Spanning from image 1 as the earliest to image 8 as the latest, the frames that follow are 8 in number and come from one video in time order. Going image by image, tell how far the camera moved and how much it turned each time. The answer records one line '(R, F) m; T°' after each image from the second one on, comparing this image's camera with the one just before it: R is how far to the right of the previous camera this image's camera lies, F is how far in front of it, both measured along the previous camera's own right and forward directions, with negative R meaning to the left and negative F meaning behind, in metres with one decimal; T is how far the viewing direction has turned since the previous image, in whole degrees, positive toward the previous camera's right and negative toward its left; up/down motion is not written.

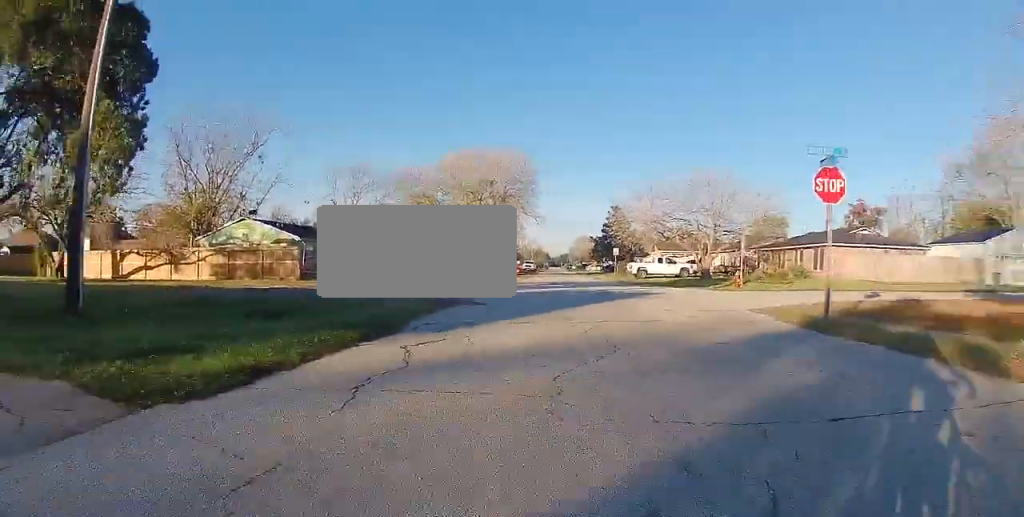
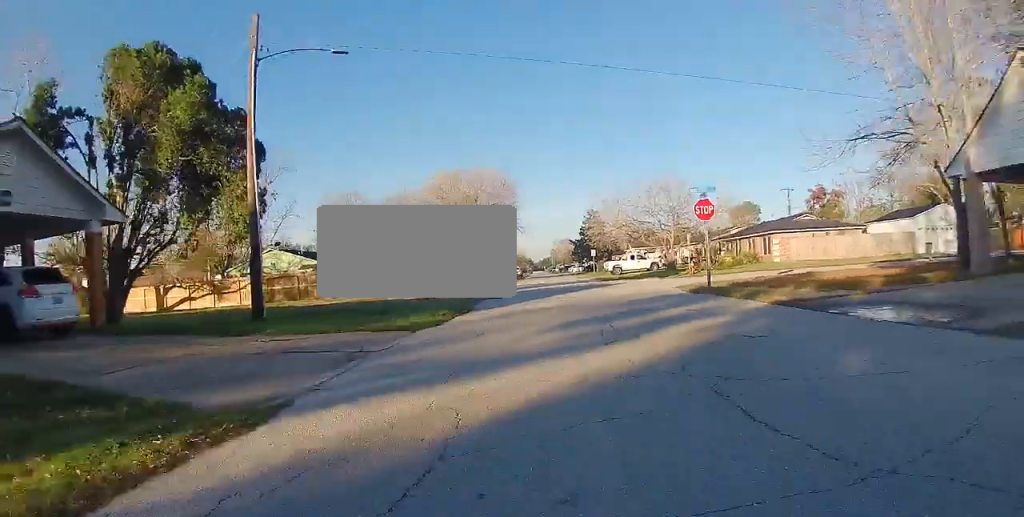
(0.0, +6.1) m; 0°
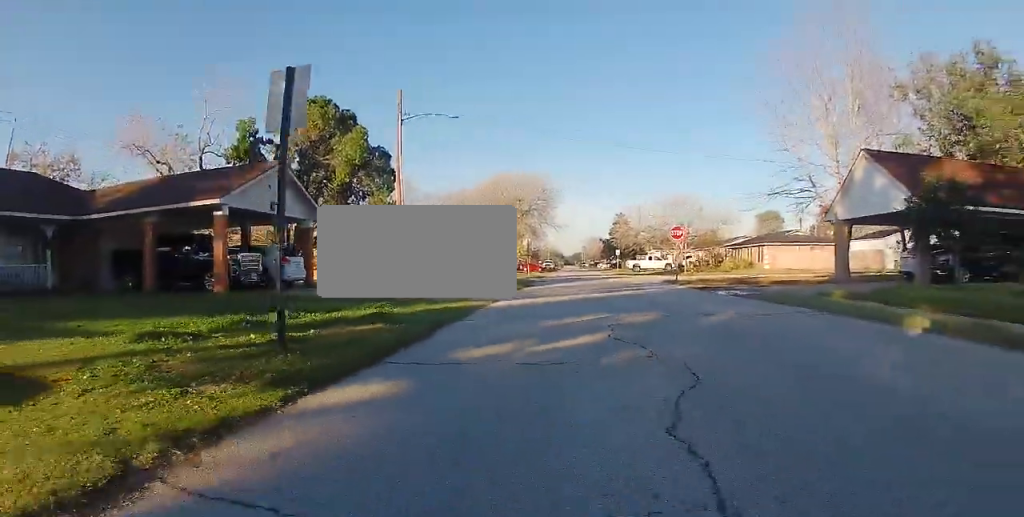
(0.0, +10.8) m; 0°
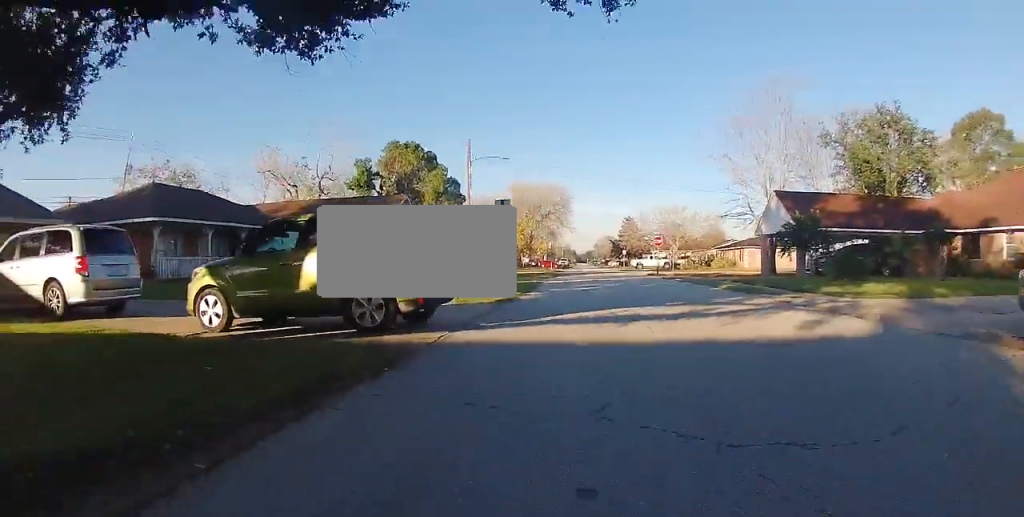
(0.0, +13.2) m; 0°
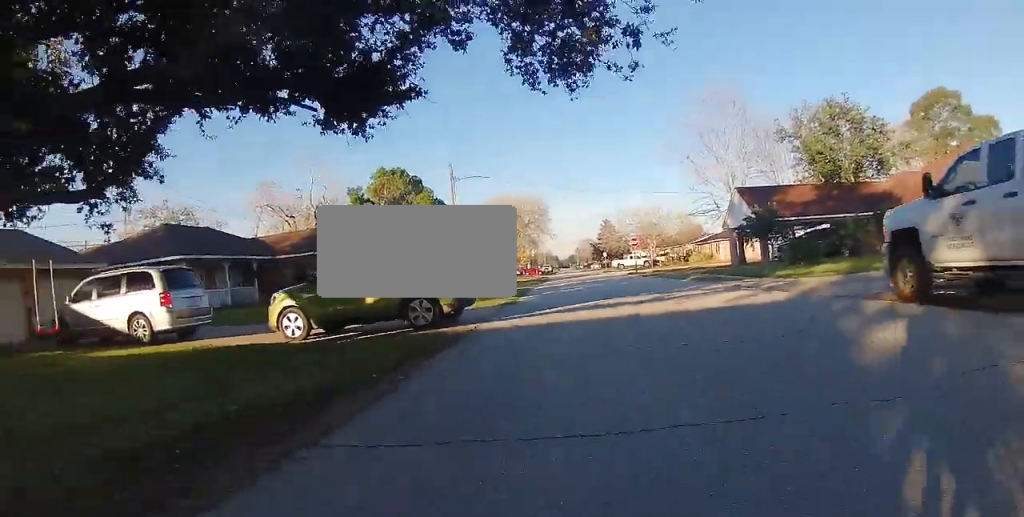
(0.0, +3.1) m; 0°
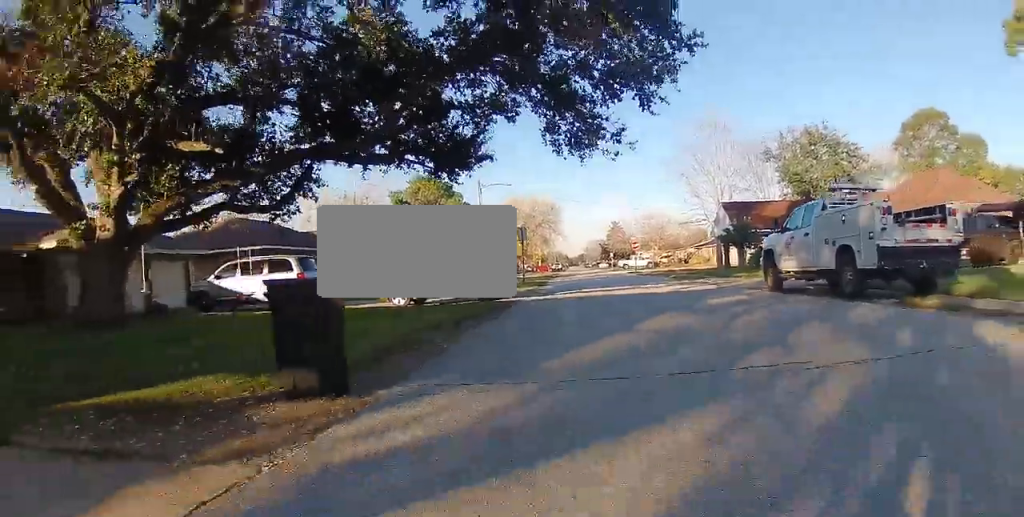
(0.0, +6.6) m; -1°
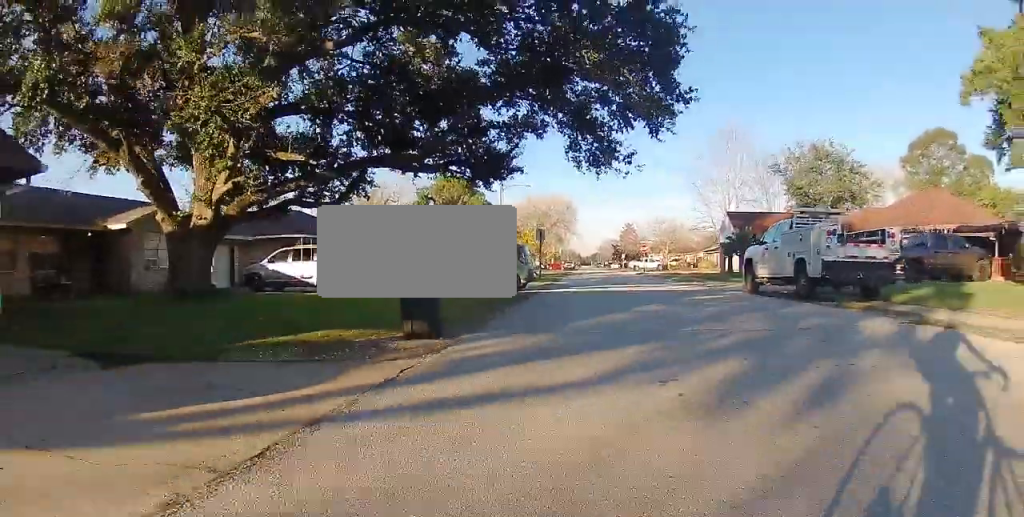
(0.0, +2.8) m; -2°
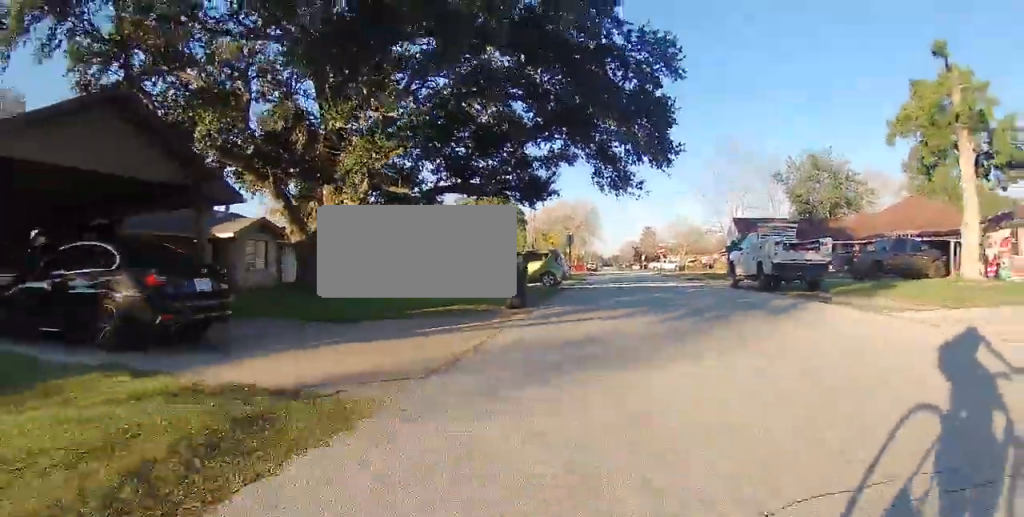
(-0.2, +5.4) m; 0°
